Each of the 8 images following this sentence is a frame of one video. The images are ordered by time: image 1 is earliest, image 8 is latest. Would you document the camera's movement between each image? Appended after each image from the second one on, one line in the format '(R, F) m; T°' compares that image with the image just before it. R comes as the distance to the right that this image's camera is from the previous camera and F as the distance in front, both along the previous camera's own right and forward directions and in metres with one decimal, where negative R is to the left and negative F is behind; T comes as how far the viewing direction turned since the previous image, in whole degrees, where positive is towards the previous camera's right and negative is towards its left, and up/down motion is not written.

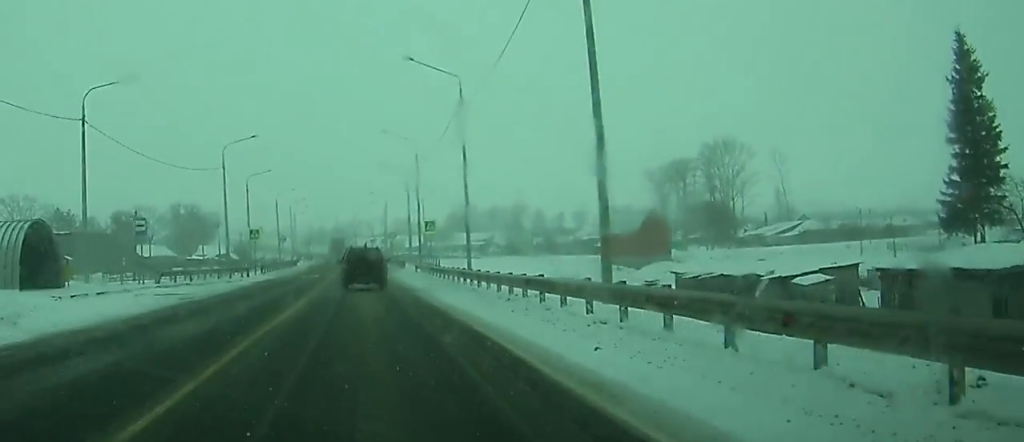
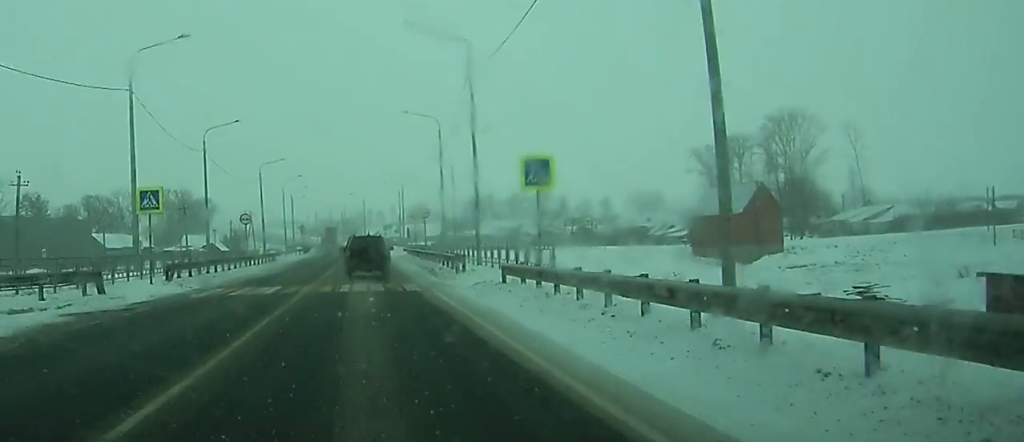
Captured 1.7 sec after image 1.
(-0.1, +32.6) m; 0°
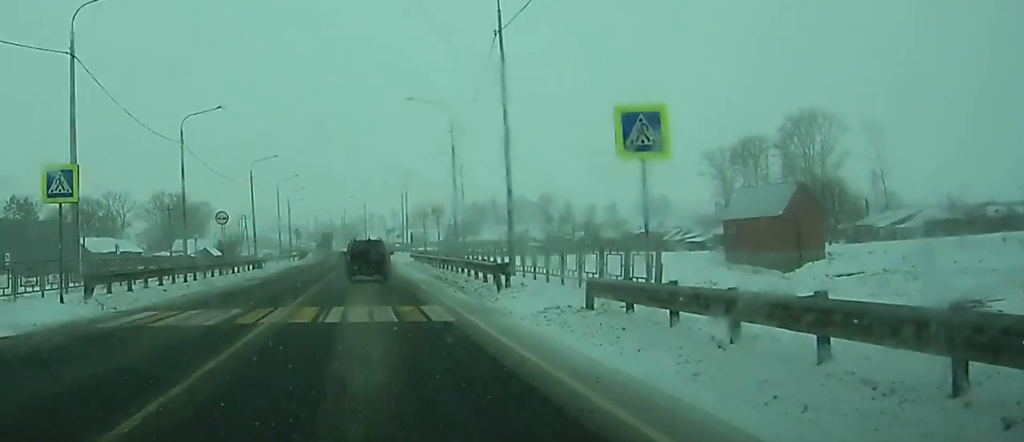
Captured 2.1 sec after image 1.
(0.0, +9.1) m; 0°
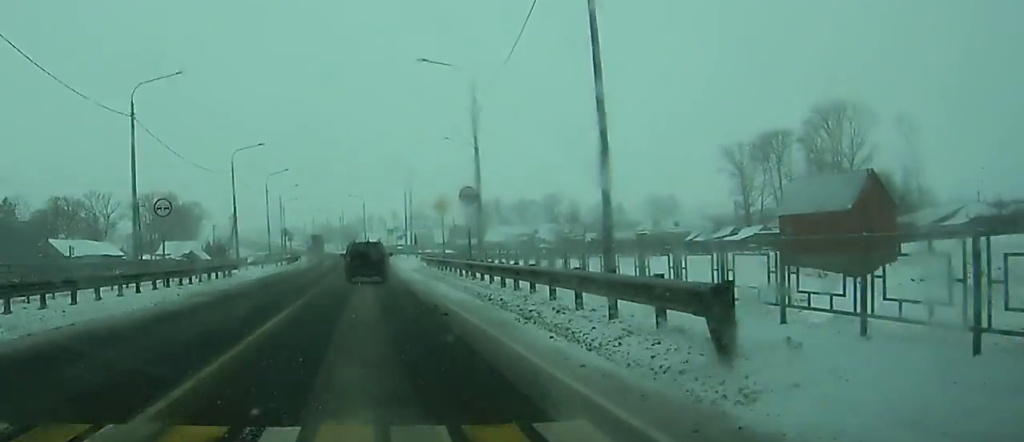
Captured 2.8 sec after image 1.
(-0.1, +12.9) m; 0°
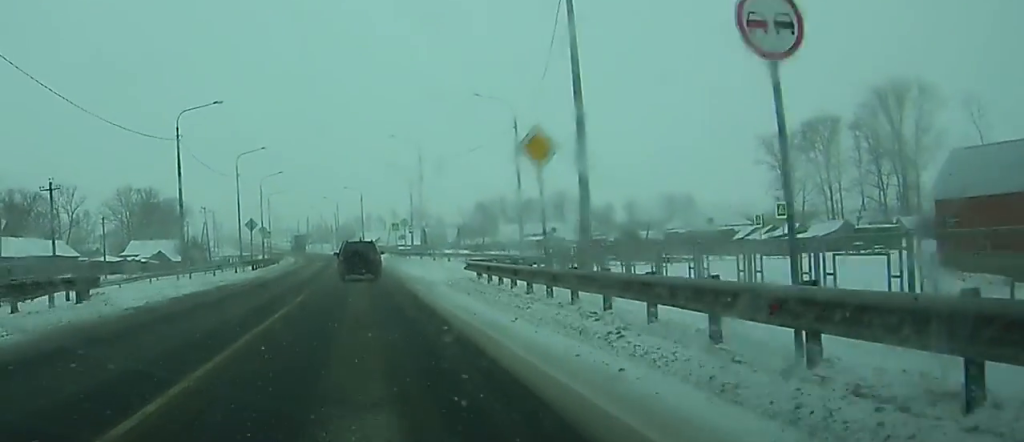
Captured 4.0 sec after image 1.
(-0.2, +23.1) m; 0°
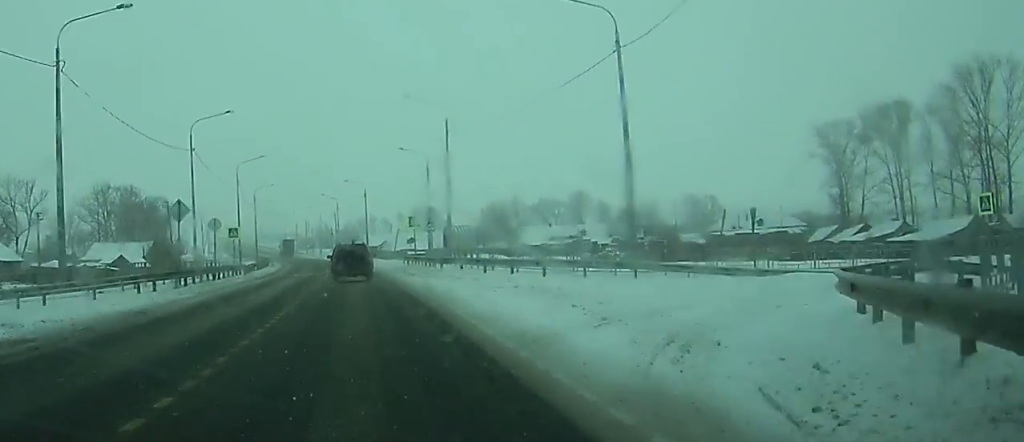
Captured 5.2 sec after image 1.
(+0.1, +23.9) m; 0°
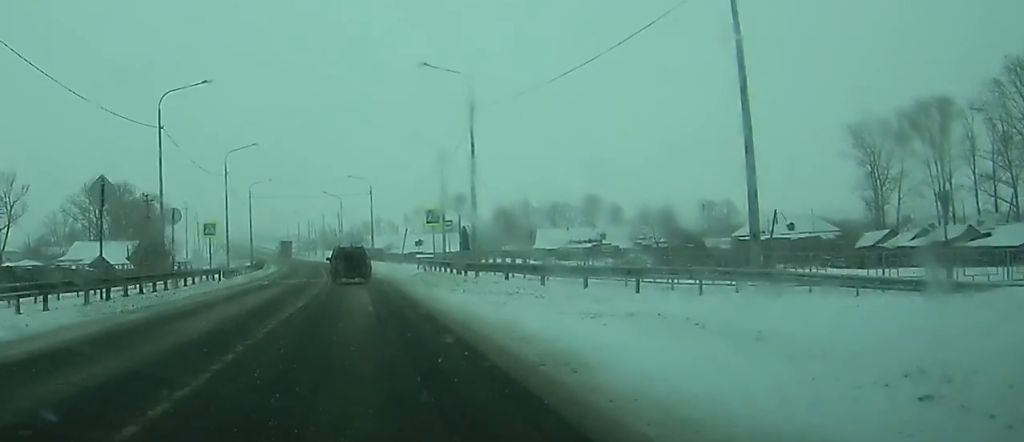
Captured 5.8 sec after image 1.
(0.0, +11.1) m; 0°
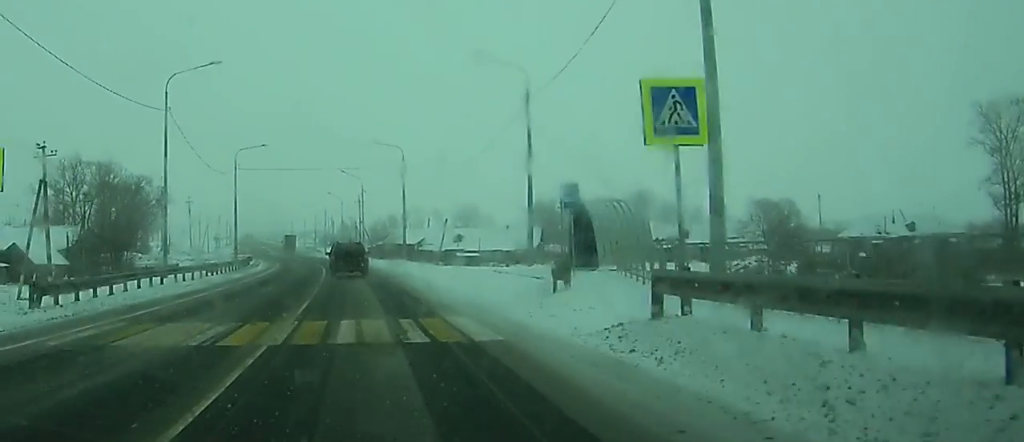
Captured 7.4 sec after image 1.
(-0.2, +32.4) m; -1°
